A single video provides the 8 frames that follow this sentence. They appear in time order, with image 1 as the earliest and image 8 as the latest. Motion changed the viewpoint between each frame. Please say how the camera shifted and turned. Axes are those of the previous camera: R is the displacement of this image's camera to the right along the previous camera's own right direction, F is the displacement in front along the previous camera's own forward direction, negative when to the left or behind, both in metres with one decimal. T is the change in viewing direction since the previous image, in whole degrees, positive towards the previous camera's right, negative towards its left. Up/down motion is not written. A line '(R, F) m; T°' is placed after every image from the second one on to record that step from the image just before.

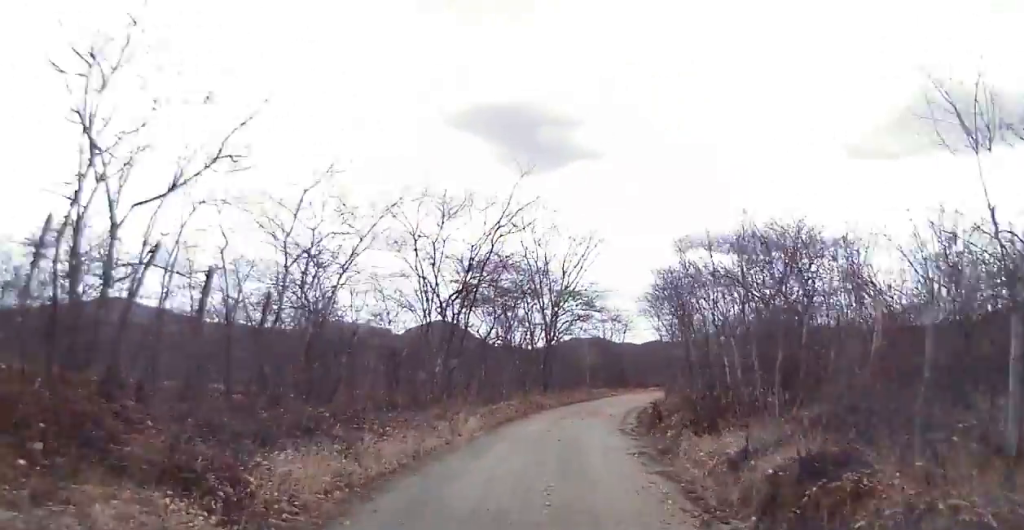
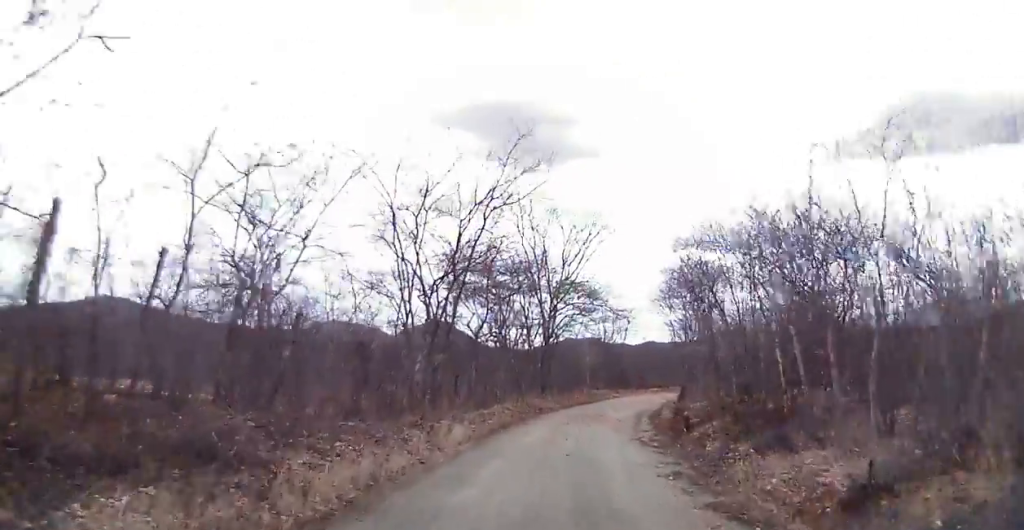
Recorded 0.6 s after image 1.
(+0.2, +2.5) m; +2°
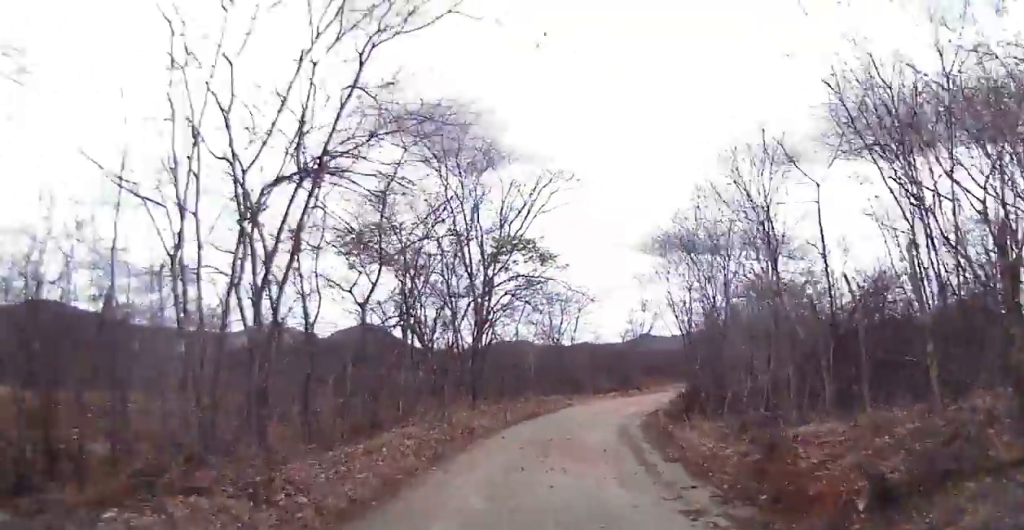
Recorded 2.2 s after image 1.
(-0.1, +7.9) m; +4°
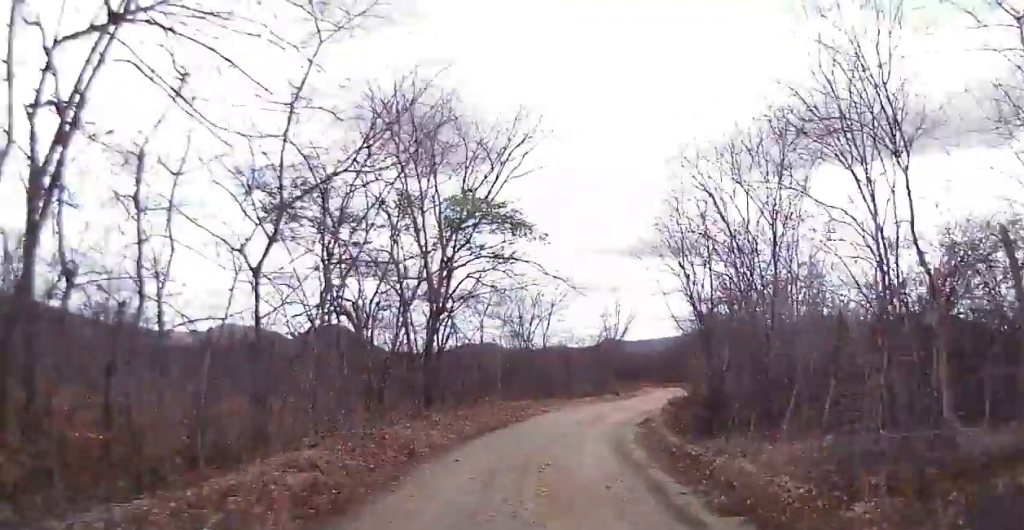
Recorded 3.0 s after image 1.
(+0.2, +3.8) m; +3°
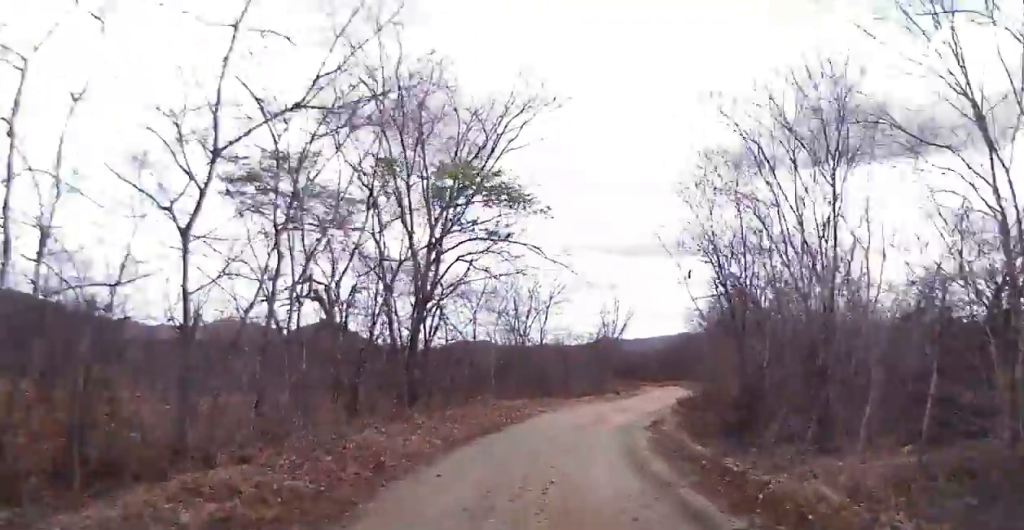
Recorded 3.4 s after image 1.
(+0.1, +1.9) m; +1°
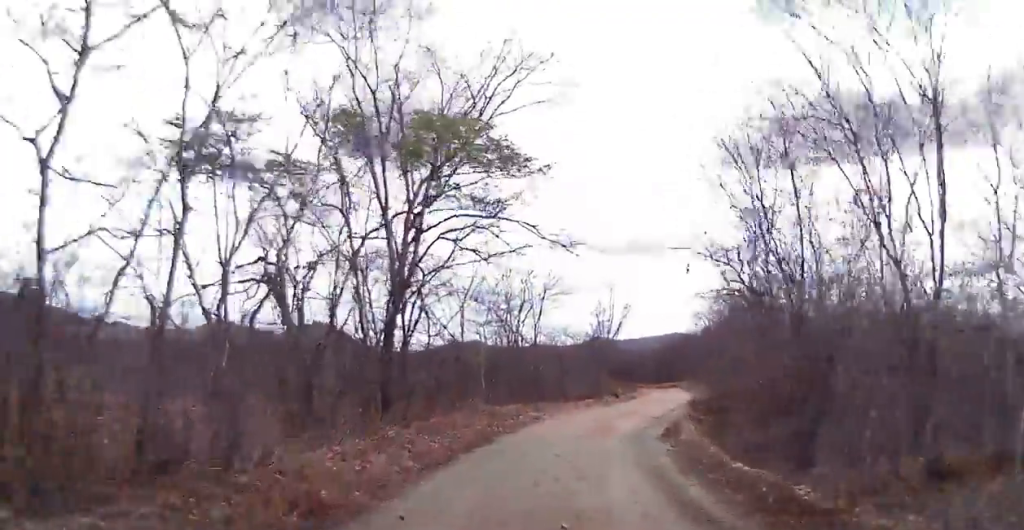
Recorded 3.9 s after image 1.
(0.0, +2.3) m; -1°
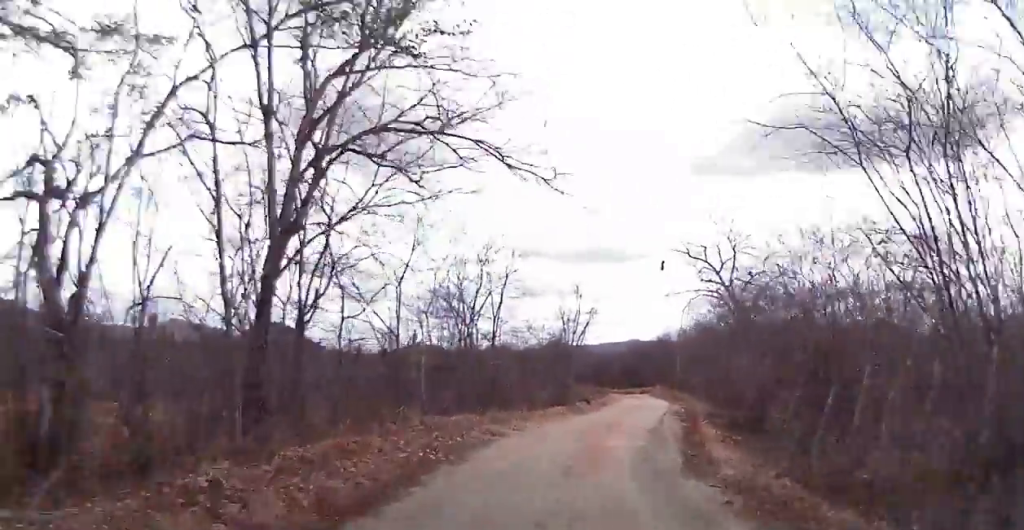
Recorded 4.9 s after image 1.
(-0.2, +5.3) m; -2°
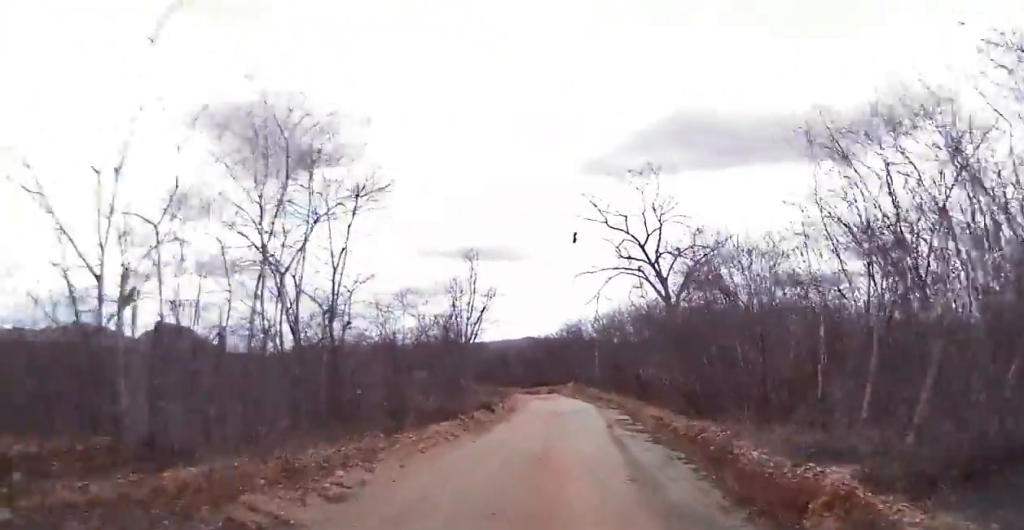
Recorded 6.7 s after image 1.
(+0.7, +8.9) m; +11°
